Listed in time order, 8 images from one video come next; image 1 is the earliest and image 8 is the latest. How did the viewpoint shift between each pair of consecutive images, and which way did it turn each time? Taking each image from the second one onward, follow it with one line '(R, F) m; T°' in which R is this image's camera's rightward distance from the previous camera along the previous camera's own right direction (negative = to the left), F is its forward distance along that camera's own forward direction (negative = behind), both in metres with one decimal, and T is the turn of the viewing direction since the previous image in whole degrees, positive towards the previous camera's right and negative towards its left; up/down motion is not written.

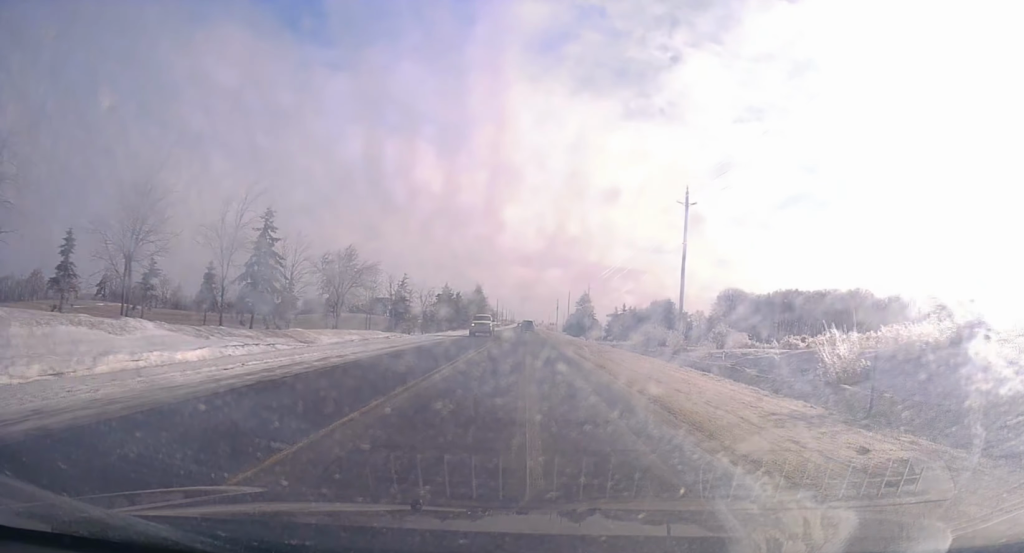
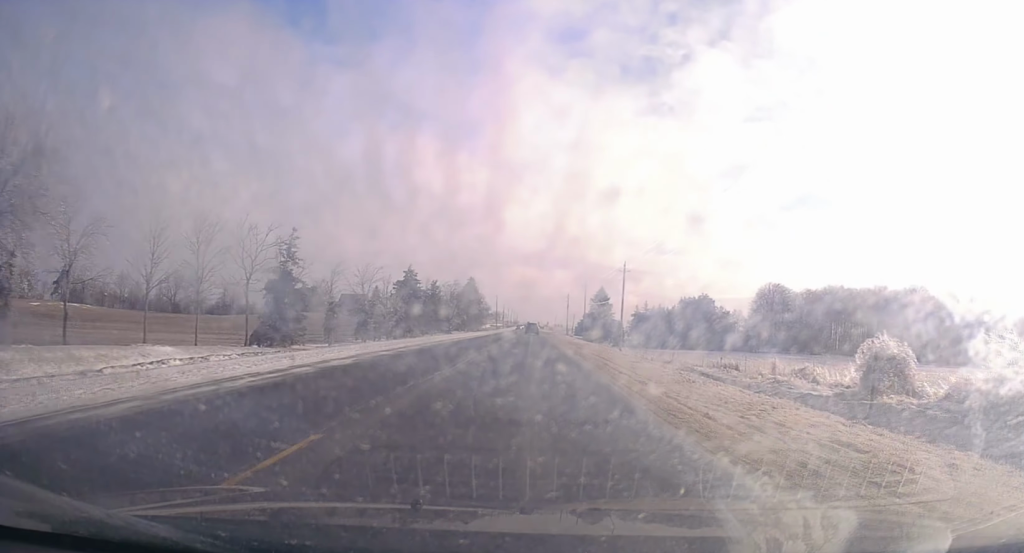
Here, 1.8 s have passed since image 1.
(-0.2, +41.9) m; 0°
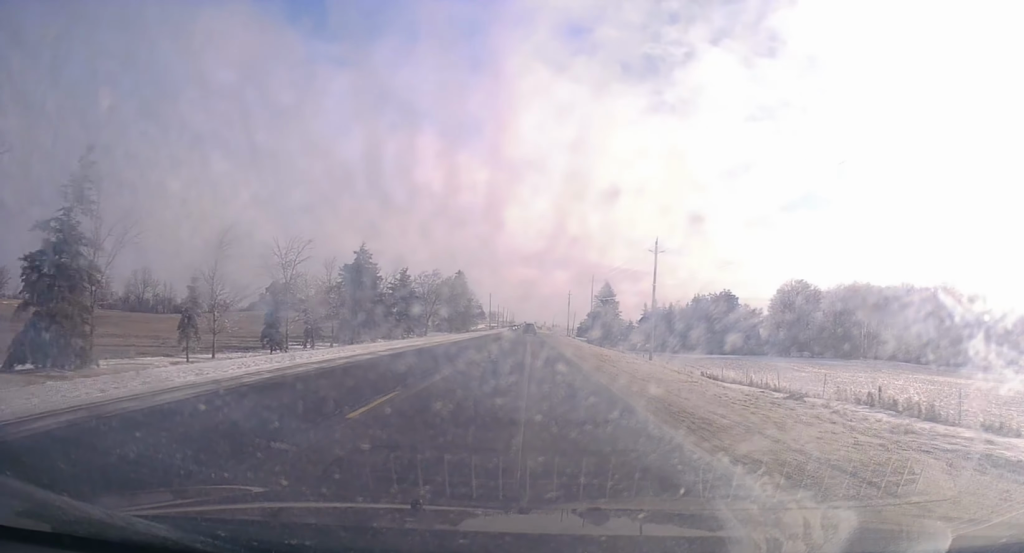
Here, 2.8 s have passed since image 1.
(0.0, +22.7) m; 0°
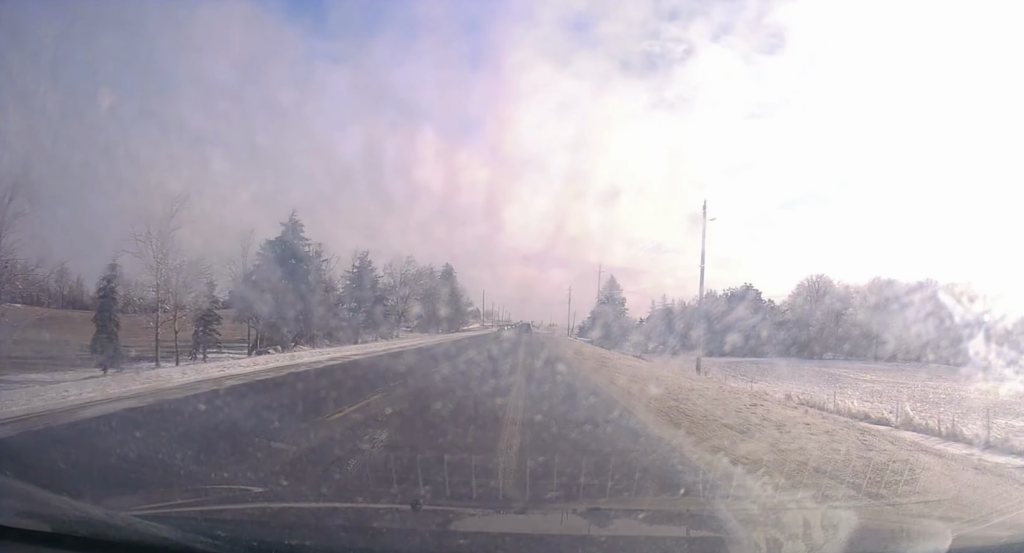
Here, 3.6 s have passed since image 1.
(0.0, +18.1) m; +1°
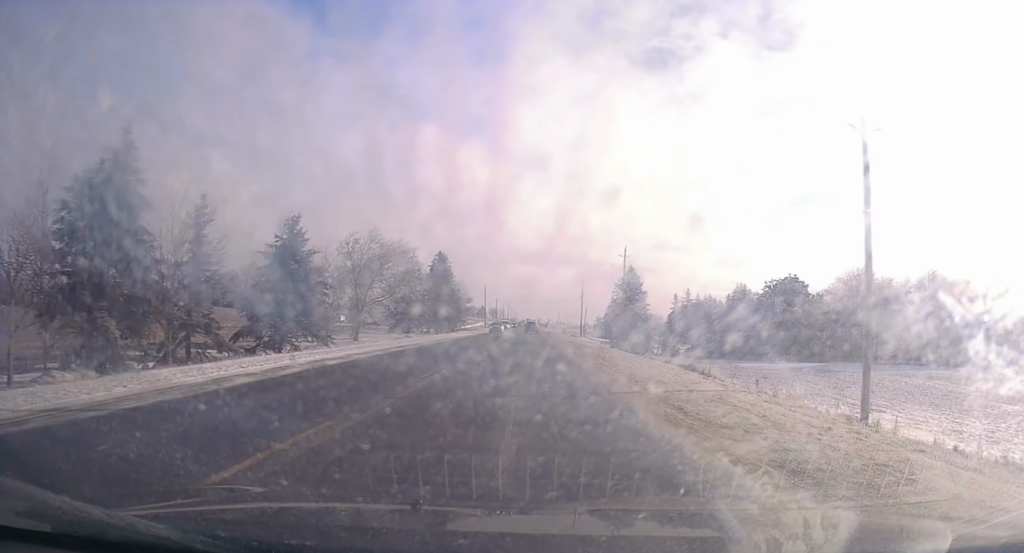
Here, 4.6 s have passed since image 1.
(+0.5, +21.0) m; 0°
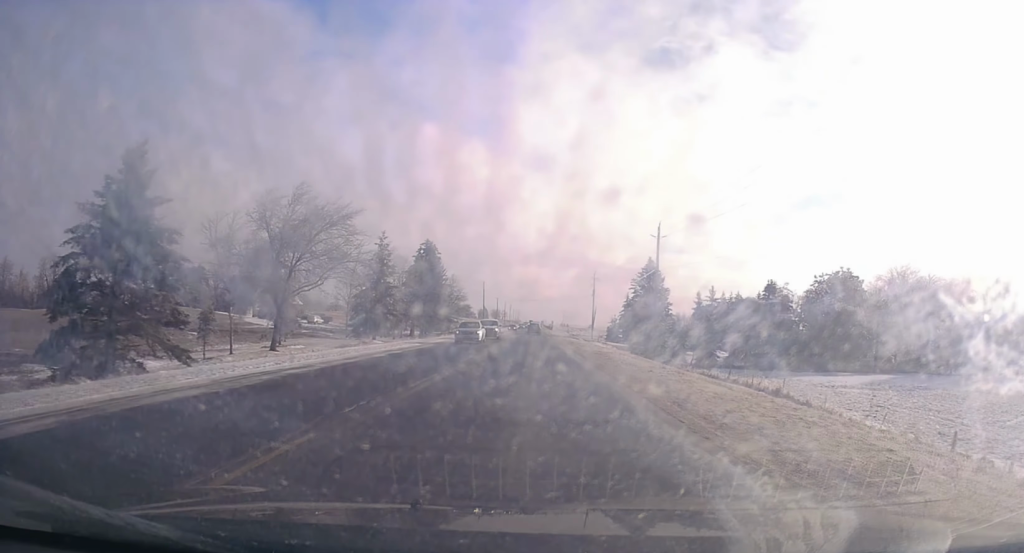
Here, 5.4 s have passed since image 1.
(-0.4, +19.4) m; -2°
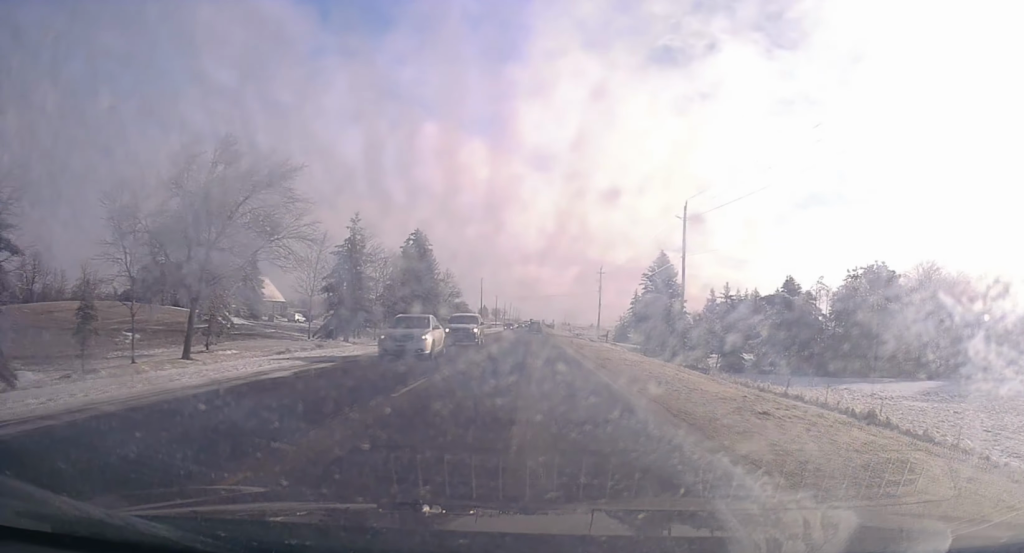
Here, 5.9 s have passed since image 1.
(-0.2, +10.3) m; 0°
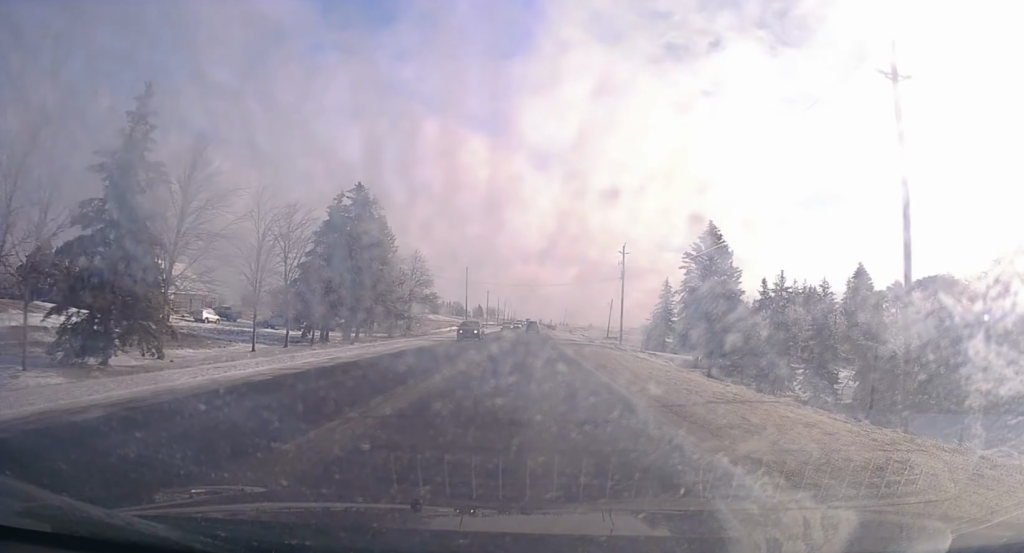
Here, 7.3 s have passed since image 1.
(+0.5, +32.2) m; +2°
